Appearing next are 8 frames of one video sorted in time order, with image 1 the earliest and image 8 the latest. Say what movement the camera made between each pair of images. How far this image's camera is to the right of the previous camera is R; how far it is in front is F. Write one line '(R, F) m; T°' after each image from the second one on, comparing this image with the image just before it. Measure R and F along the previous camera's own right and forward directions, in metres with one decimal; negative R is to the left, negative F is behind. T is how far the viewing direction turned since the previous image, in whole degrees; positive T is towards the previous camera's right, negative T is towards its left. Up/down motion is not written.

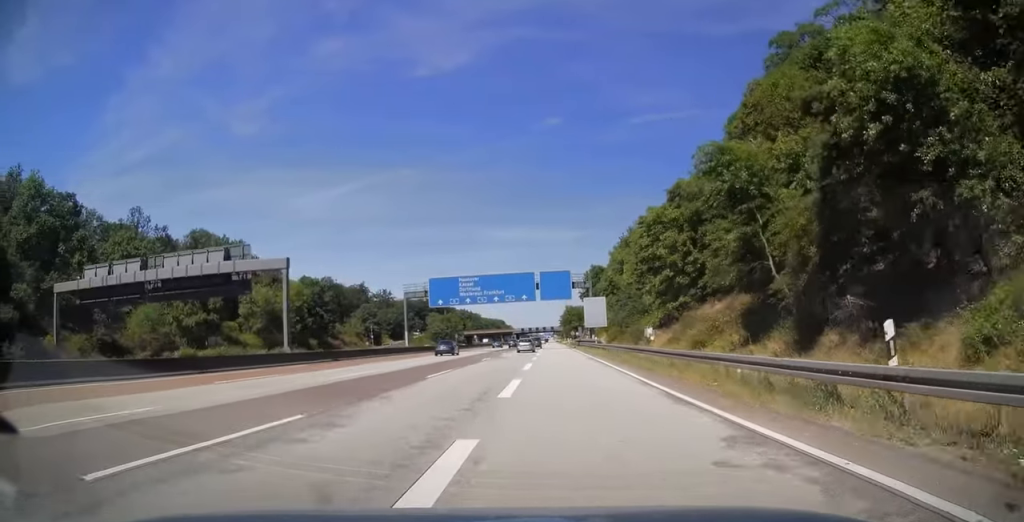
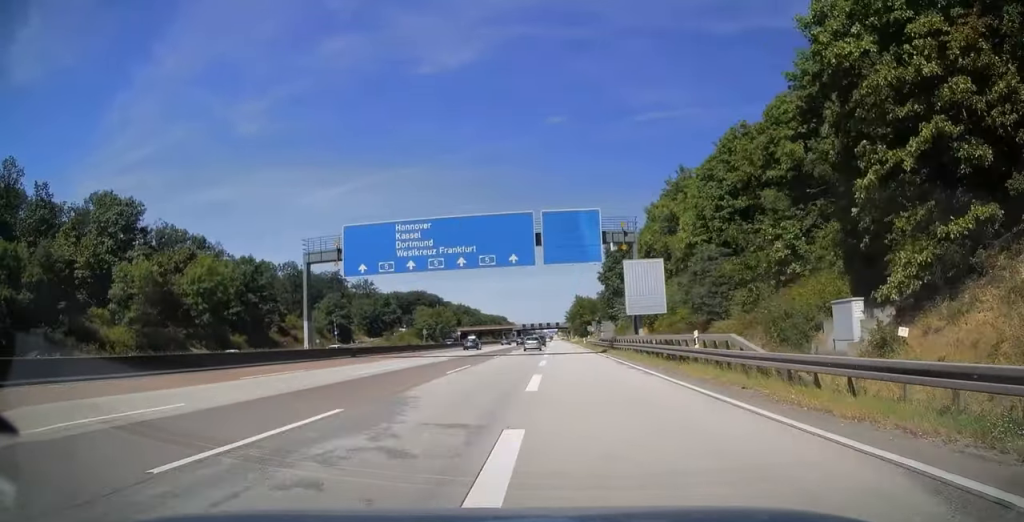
(0.0, +35.3) m; 0°
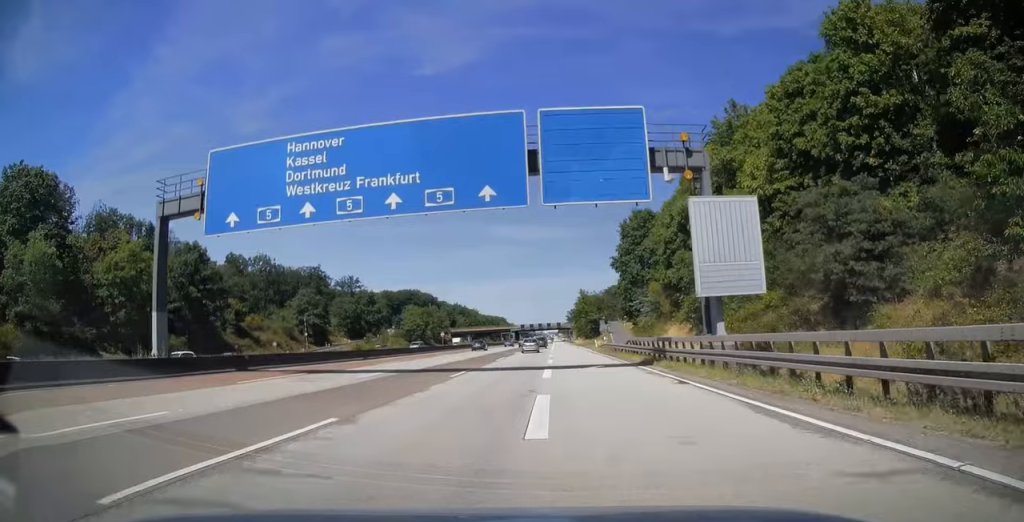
(-0.1, +19.2) m; 0°
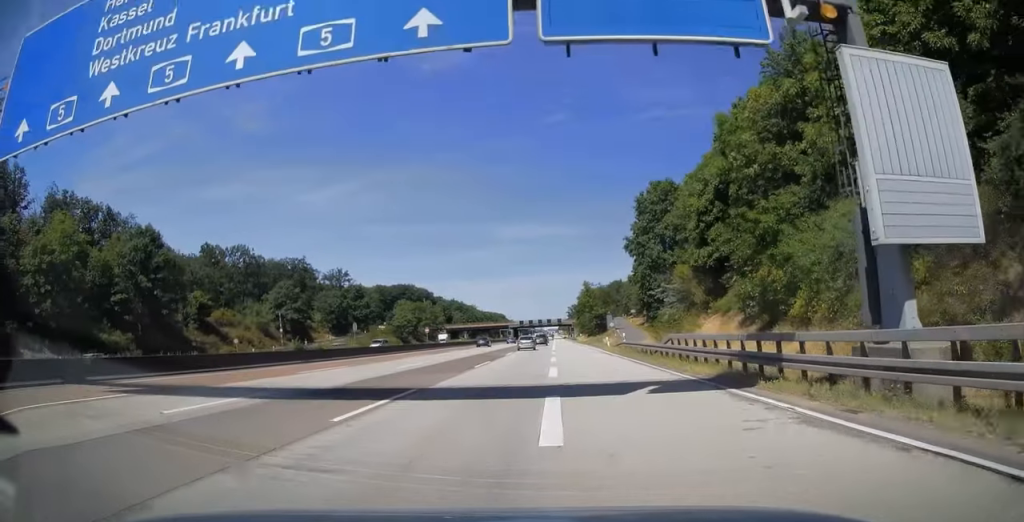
(0.0, +12.7) m; 0°
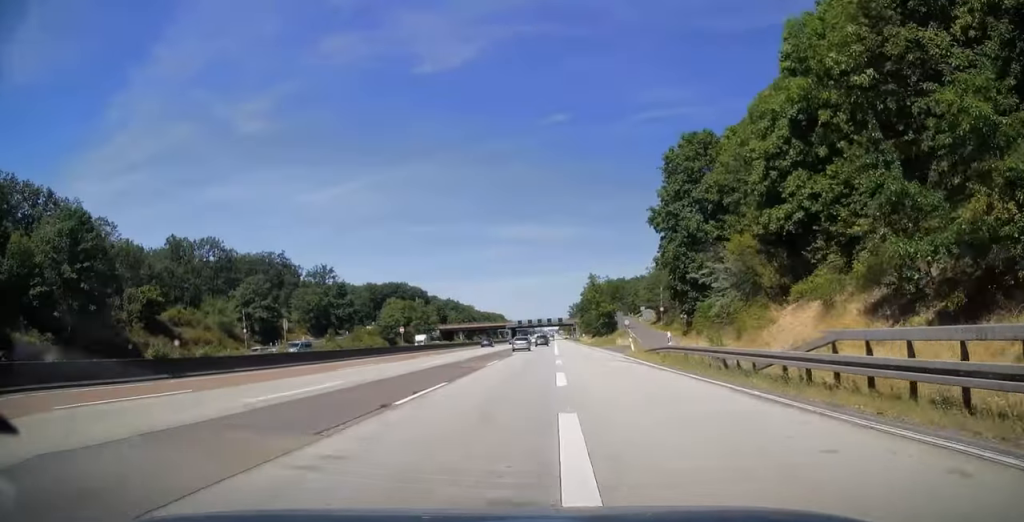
(+0.1, +15.0) m; 0°
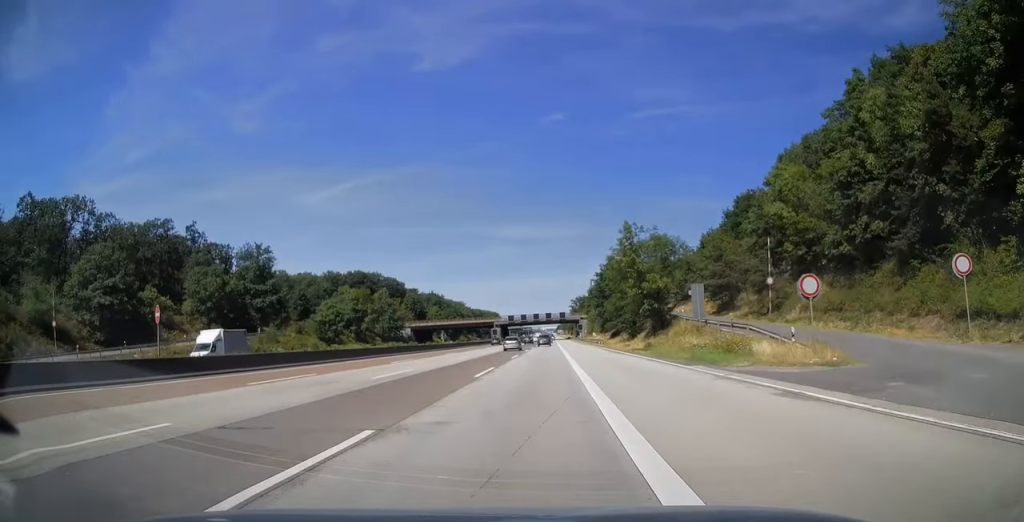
(+0.1, +45.7) m; 0°
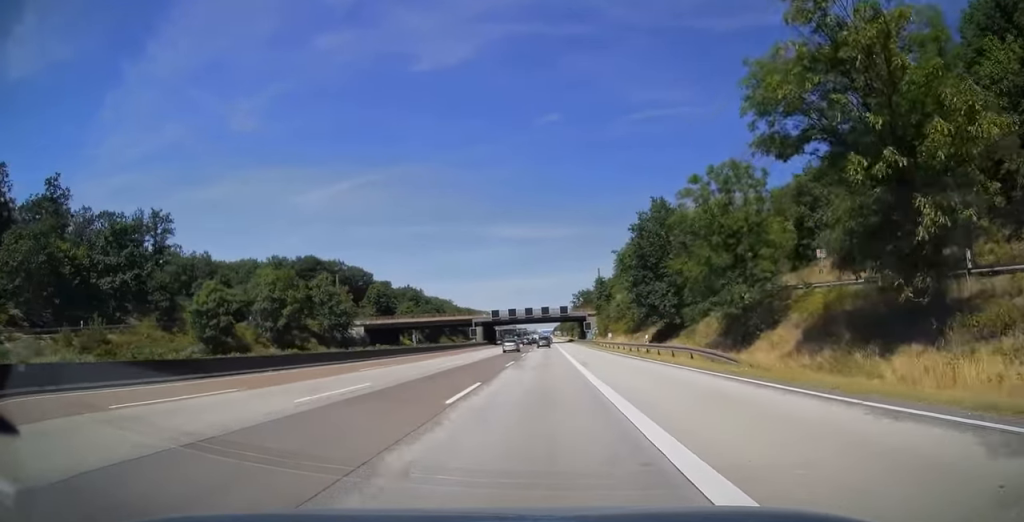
(-0.1, +43.5) m; 0°
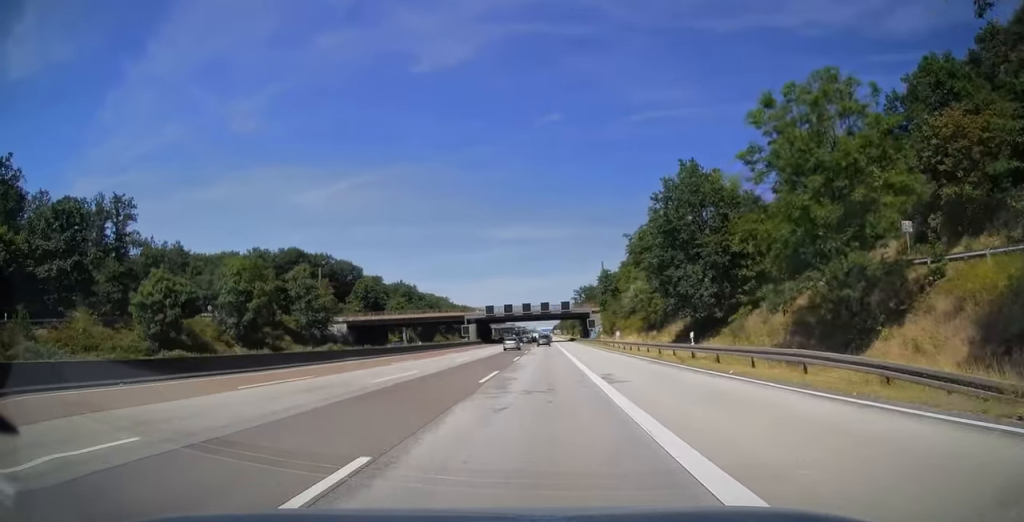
(0.0, +11.9) m; 0°
